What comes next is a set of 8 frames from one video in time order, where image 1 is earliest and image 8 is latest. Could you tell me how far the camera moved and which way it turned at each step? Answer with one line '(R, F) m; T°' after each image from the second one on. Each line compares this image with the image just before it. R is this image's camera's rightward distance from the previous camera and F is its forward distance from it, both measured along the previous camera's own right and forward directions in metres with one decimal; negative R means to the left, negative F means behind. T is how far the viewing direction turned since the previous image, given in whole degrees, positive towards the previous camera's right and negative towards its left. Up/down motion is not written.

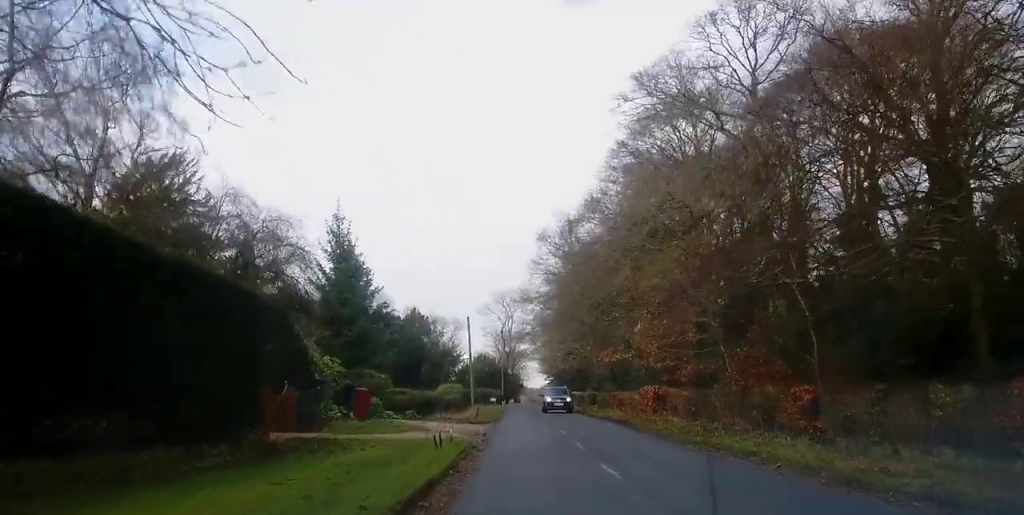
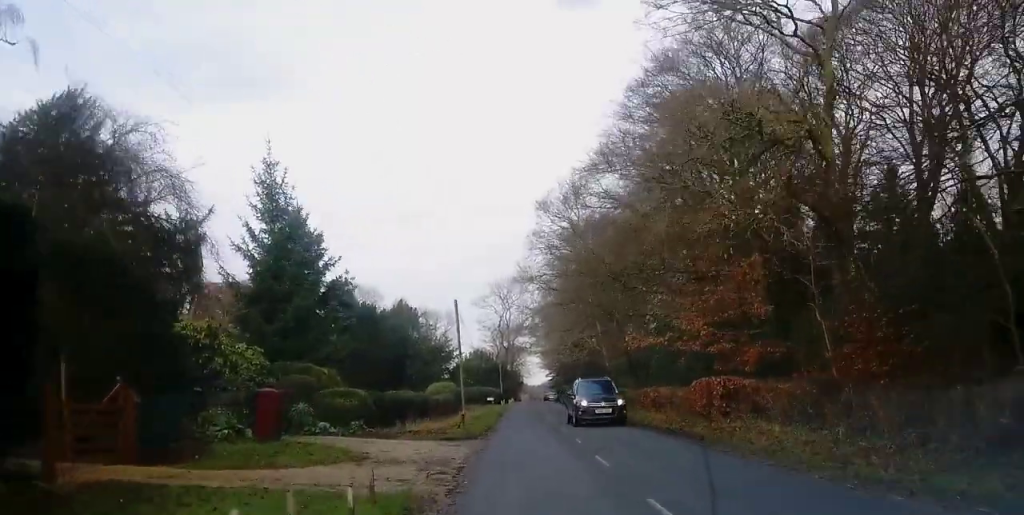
(+0.1, +9.9) m; -1°
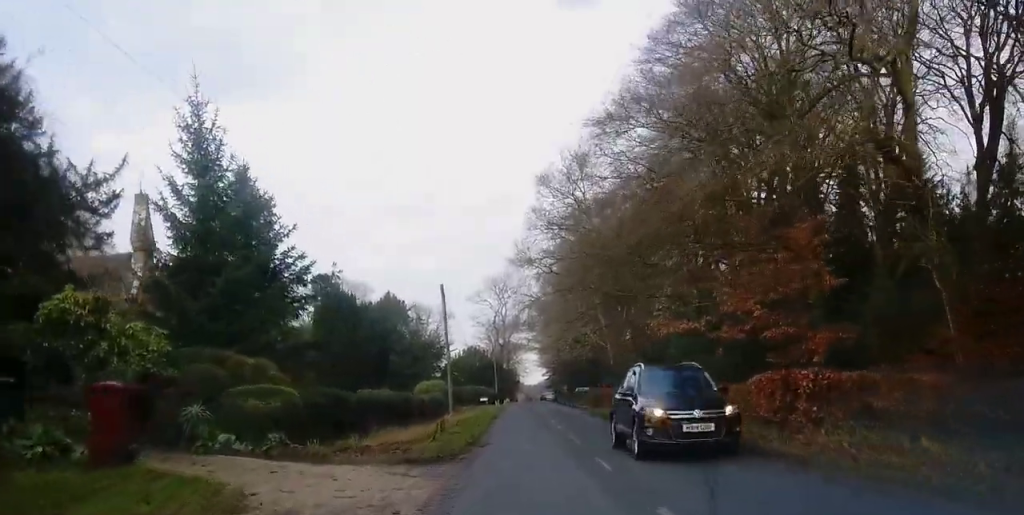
(0.0, +6.3) m; -1°
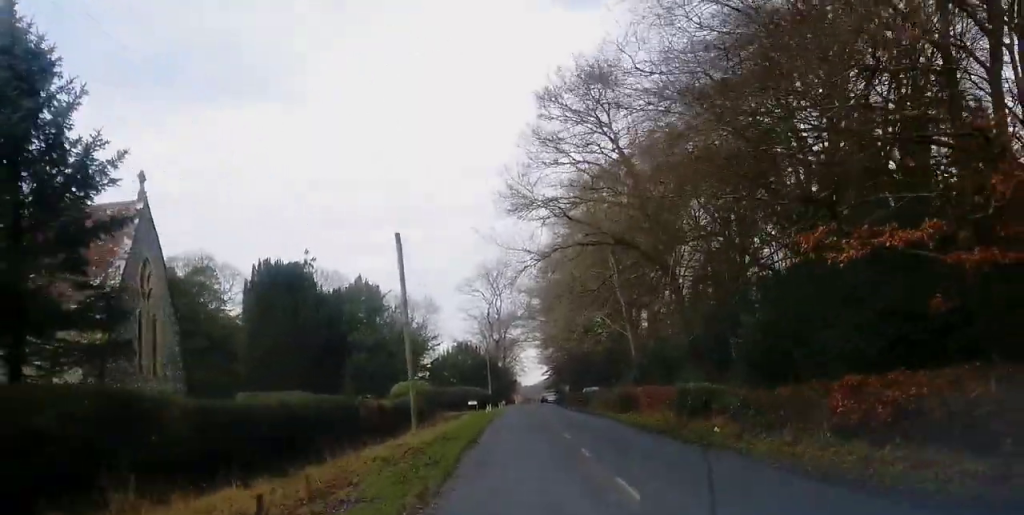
(-0.3, +14.2) m; 0°
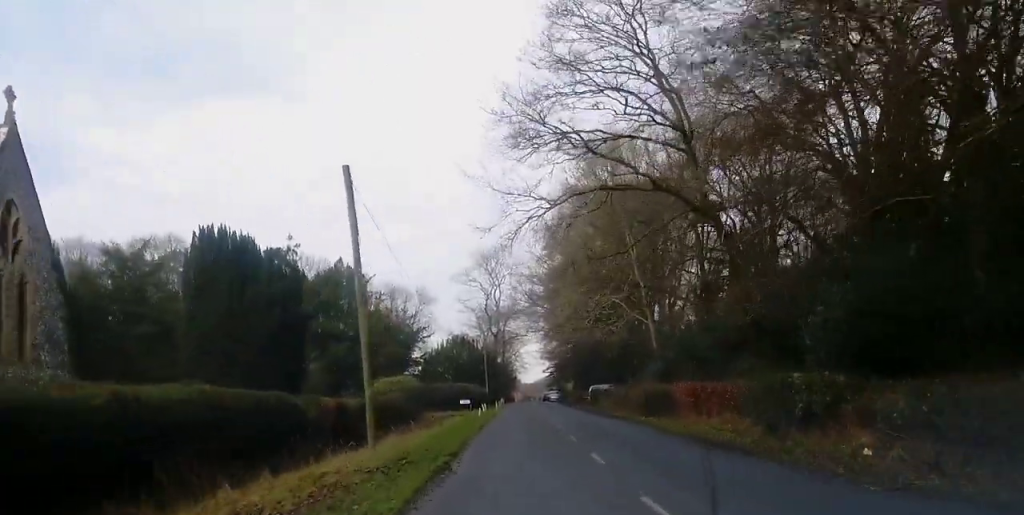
(+0.1, +8.3) m; 0°
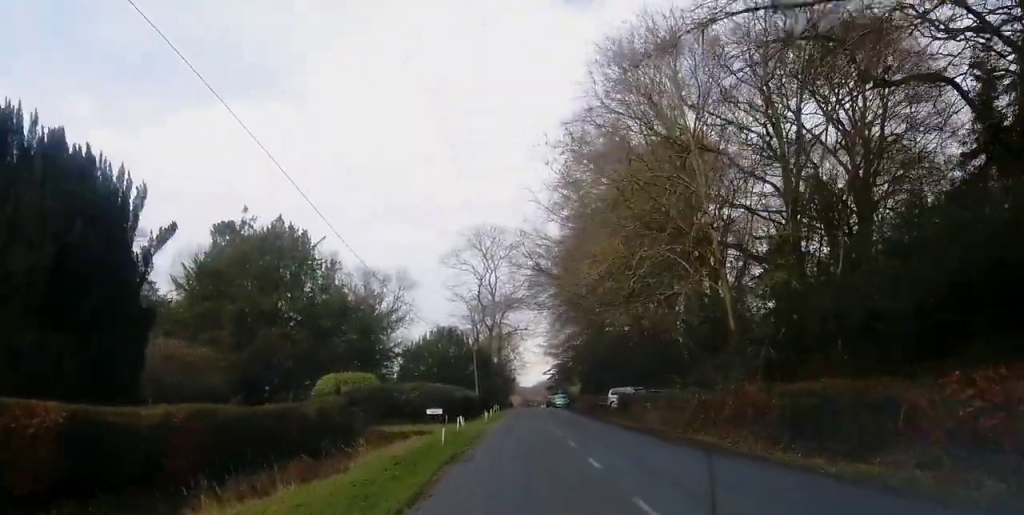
(+0.1, +17.3) m; 0°
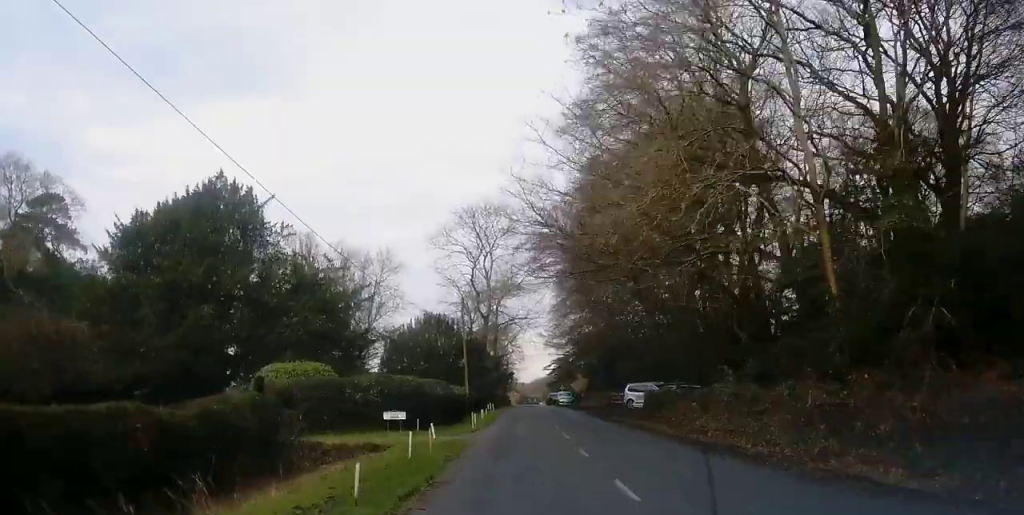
(0.0, +10.2) m; +1°
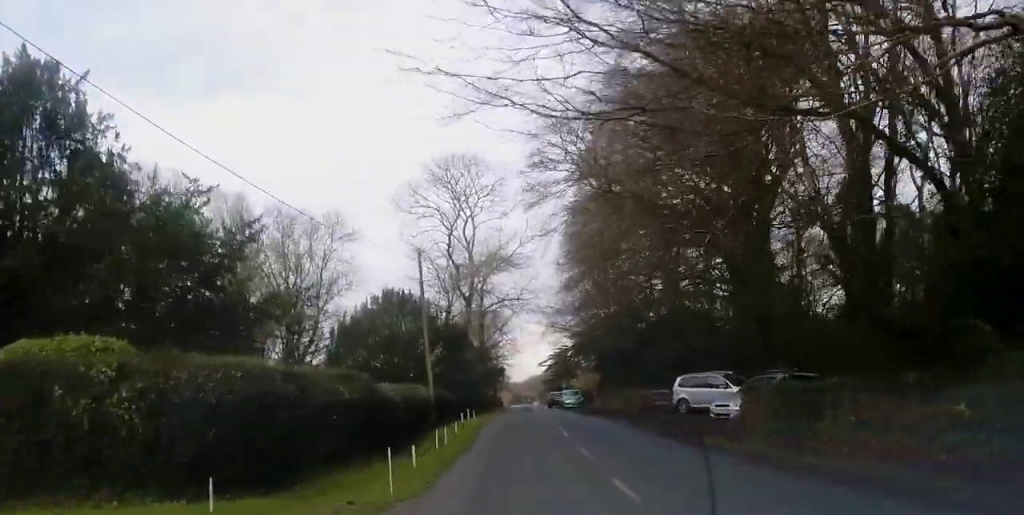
(+0.2, +17.4) m; +1°
